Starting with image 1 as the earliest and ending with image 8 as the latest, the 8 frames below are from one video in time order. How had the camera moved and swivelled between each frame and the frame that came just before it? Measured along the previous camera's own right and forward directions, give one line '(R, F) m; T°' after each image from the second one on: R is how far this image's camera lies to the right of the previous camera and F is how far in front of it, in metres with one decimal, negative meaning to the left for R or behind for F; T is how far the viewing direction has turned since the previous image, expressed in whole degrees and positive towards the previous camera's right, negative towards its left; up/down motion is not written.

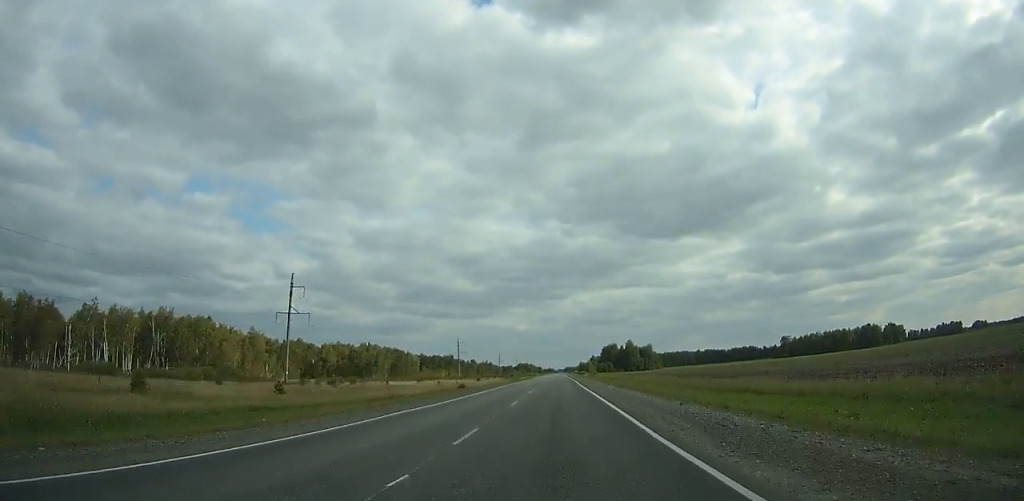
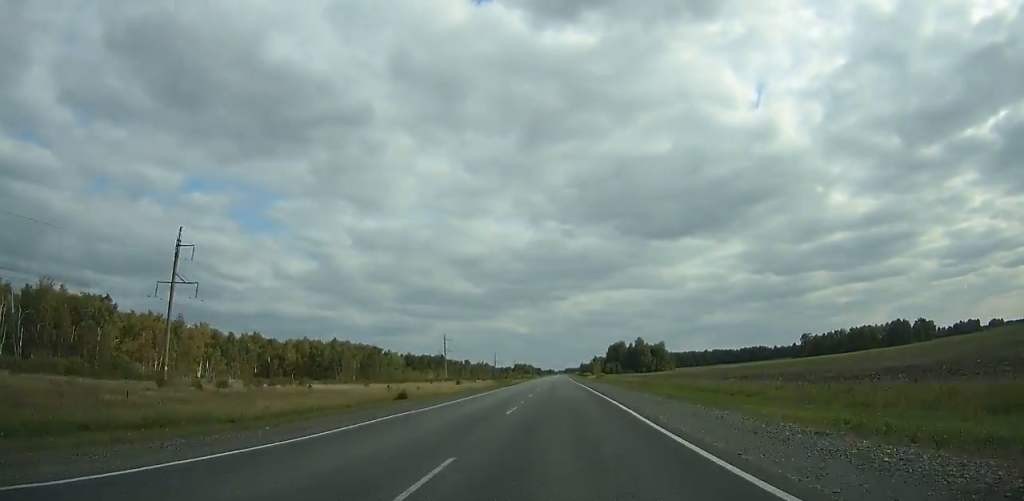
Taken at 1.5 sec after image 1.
(-0.1, +40.6) m; 0°
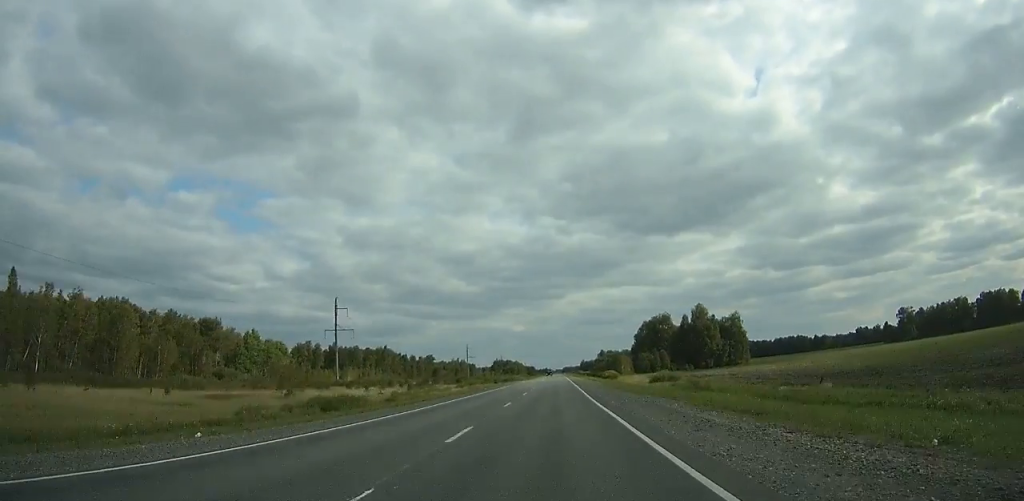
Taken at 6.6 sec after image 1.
(+0.1, +138.5) m; 0°
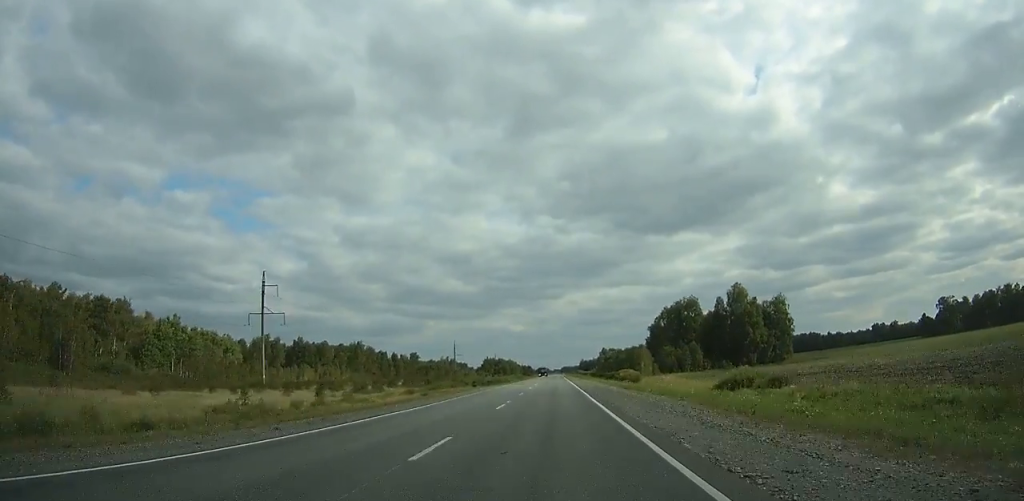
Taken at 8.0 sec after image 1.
(0.0, +38.4) m; 0°
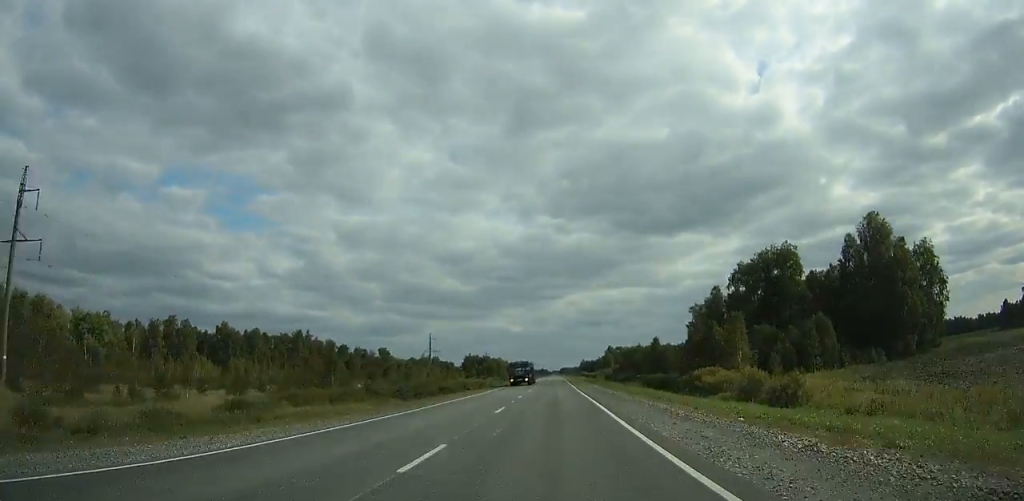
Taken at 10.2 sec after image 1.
(+0.2, +60.5) m; 0°
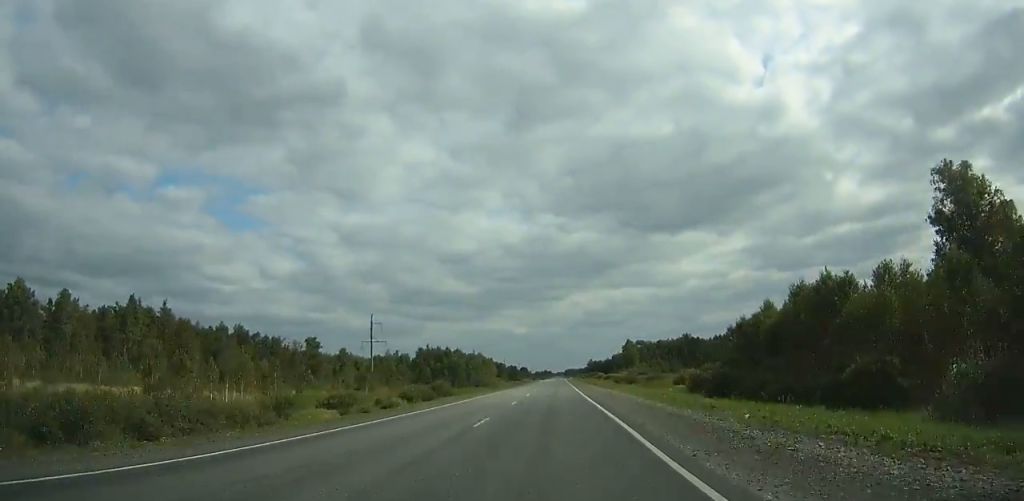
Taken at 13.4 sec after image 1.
(-0.1, +88.6) m; 0°
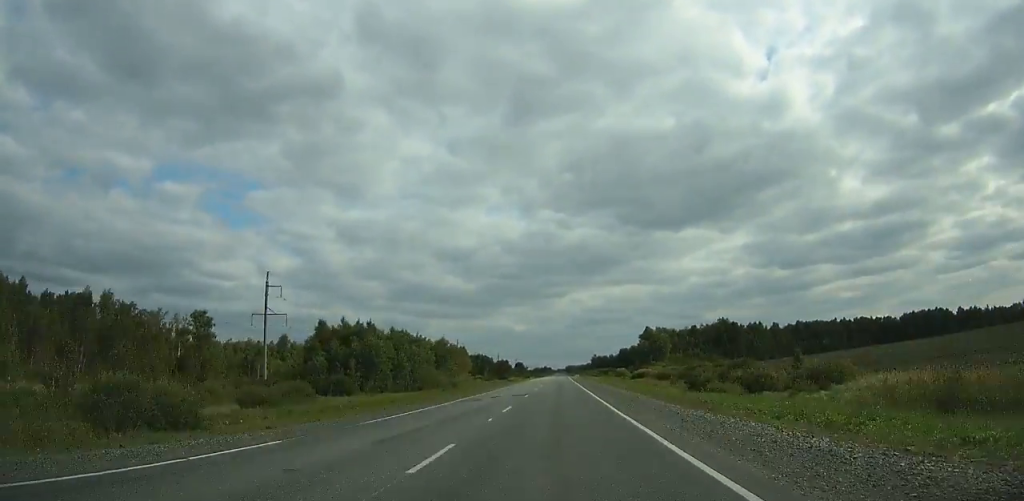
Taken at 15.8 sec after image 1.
(-0.2, +66.8) m; 0°
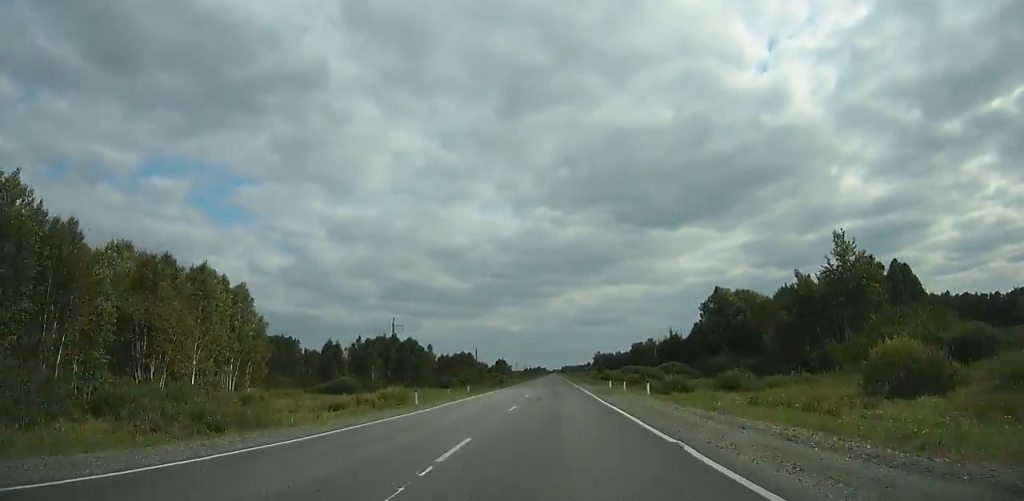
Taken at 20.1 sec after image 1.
(-0.1, +119.5) m; 0°
